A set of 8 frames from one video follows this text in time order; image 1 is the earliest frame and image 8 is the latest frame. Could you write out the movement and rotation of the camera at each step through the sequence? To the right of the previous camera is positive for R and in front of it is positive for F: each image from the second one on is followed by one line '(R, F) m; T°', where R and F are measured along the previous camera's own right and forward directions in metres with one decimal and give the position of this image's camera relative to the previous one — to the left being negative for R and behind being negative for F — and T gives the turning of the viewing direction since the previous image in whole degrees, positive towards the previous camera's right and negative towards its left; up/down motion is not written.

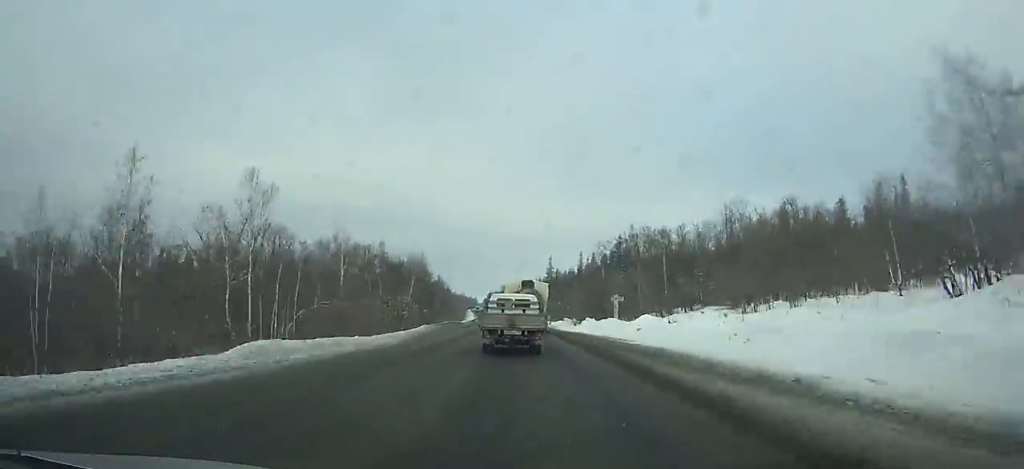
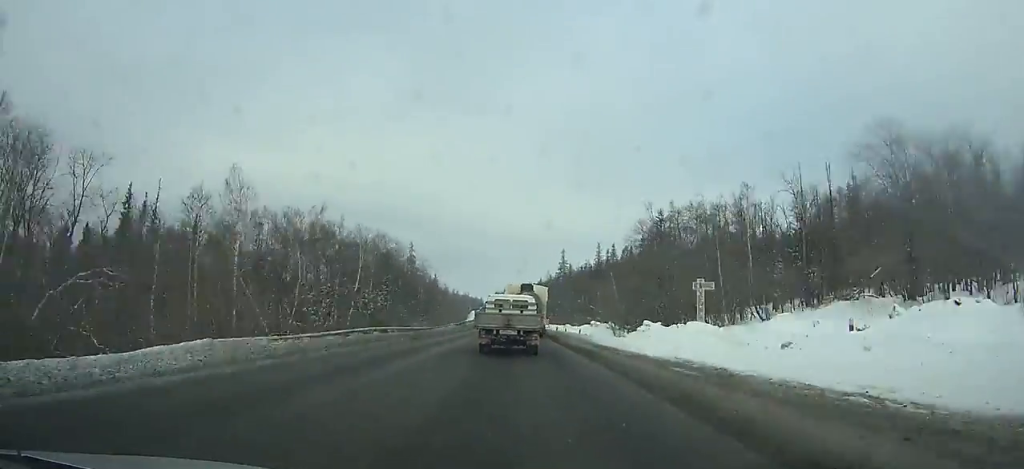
(-0.2, +33.4) m; -1°
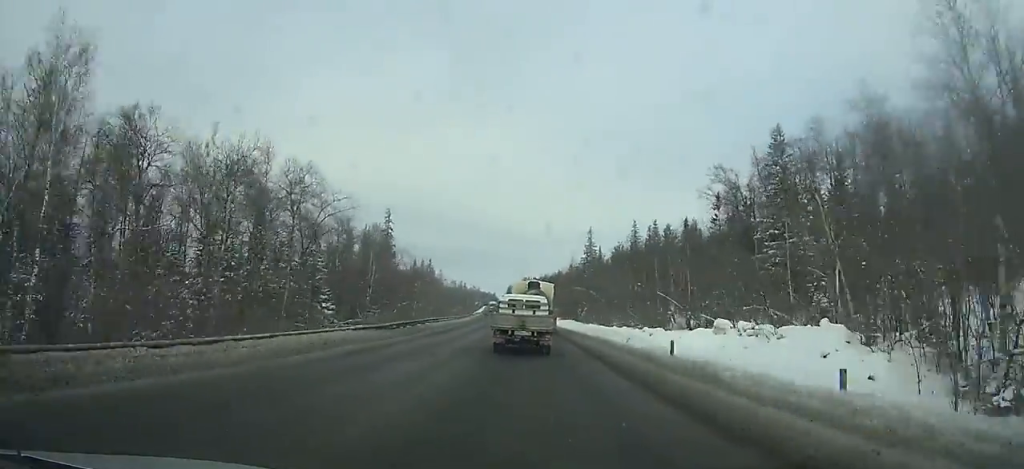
(-0.5, +45.9) m; -1°
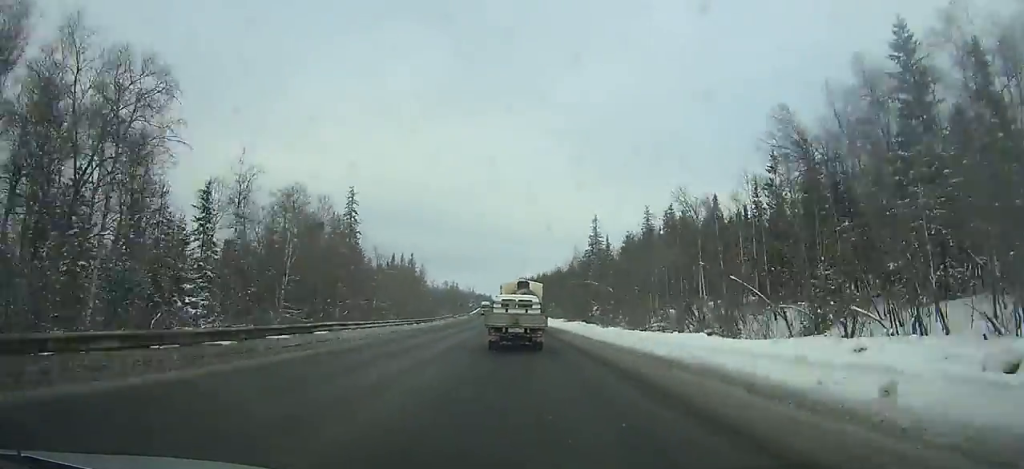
(0.0, +23.2) m; -1°
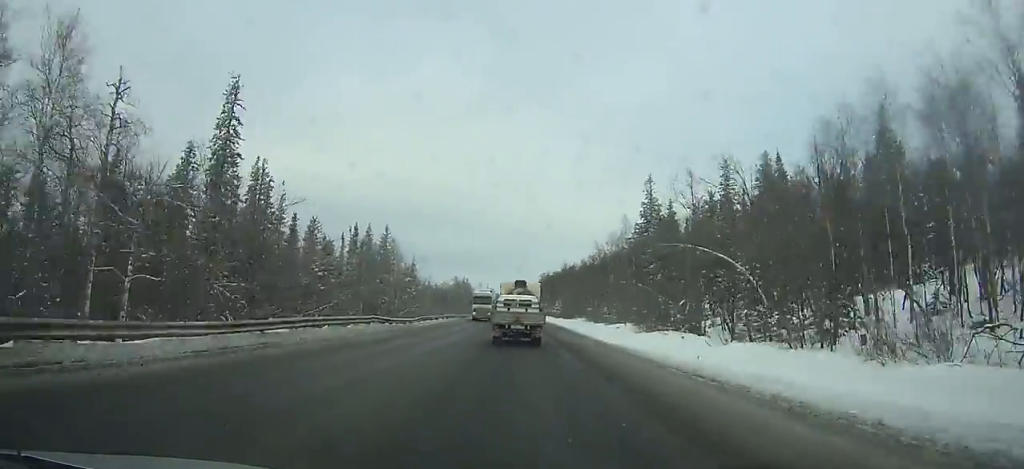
(-0.5, +48.9) m; -1°
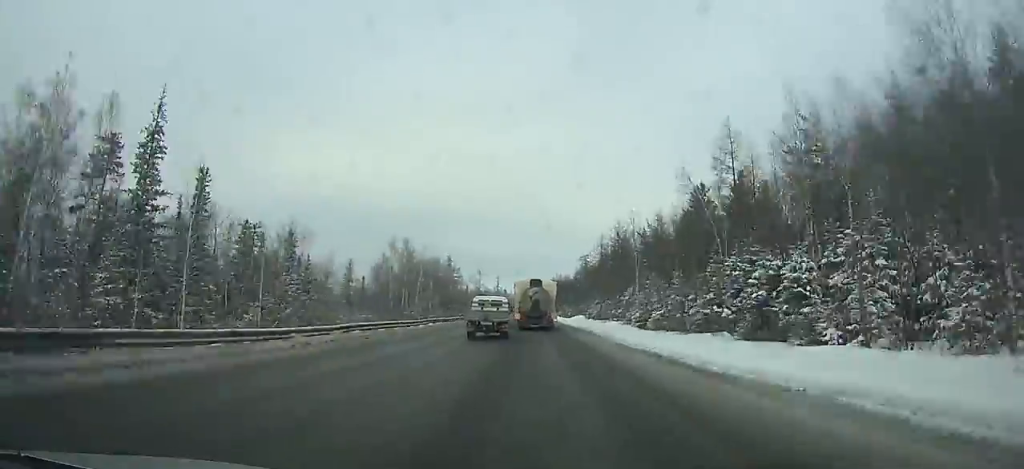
(-2.9, +124.1) m; -2°
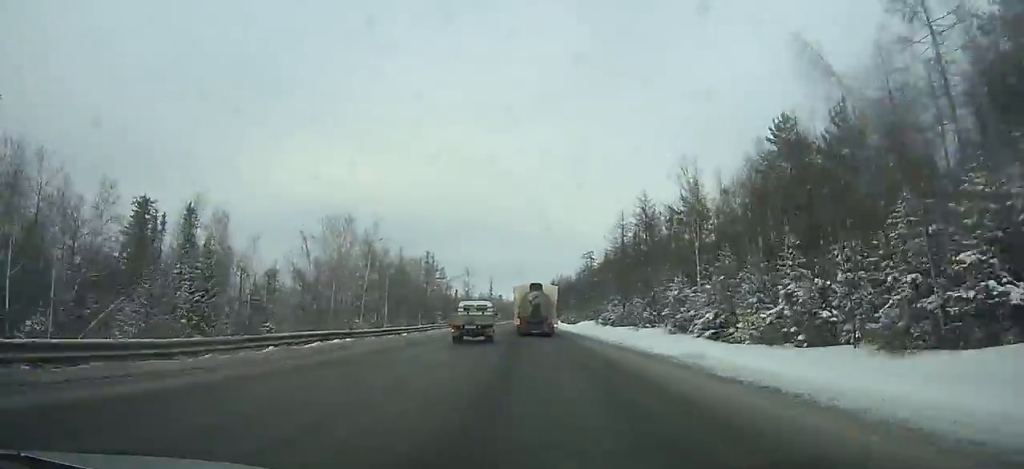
(0.0, +24.8) m; 0°
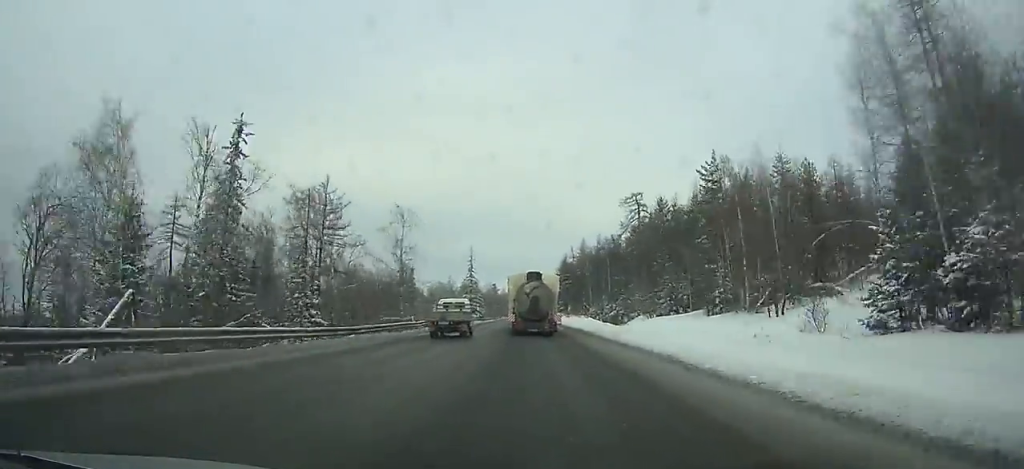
(+0.1, +70.8) m; 0°
